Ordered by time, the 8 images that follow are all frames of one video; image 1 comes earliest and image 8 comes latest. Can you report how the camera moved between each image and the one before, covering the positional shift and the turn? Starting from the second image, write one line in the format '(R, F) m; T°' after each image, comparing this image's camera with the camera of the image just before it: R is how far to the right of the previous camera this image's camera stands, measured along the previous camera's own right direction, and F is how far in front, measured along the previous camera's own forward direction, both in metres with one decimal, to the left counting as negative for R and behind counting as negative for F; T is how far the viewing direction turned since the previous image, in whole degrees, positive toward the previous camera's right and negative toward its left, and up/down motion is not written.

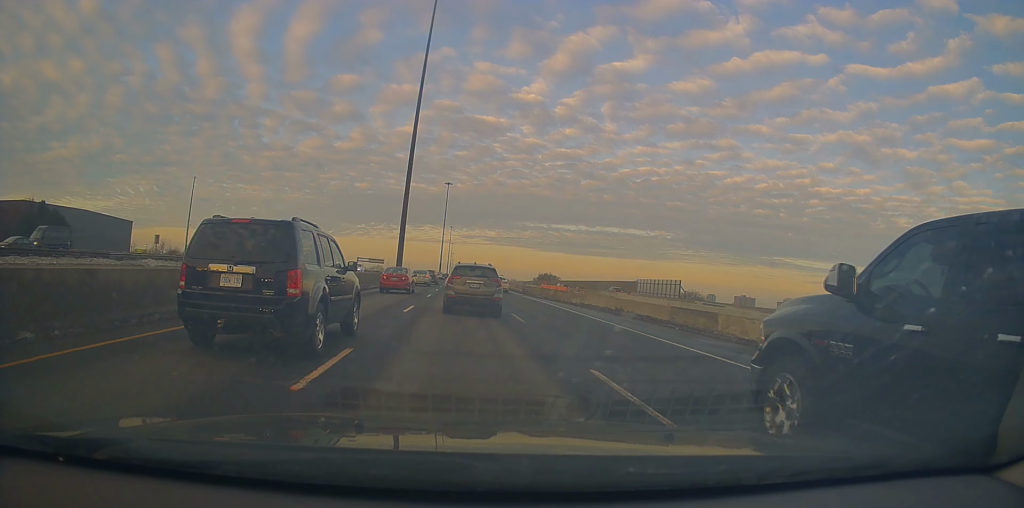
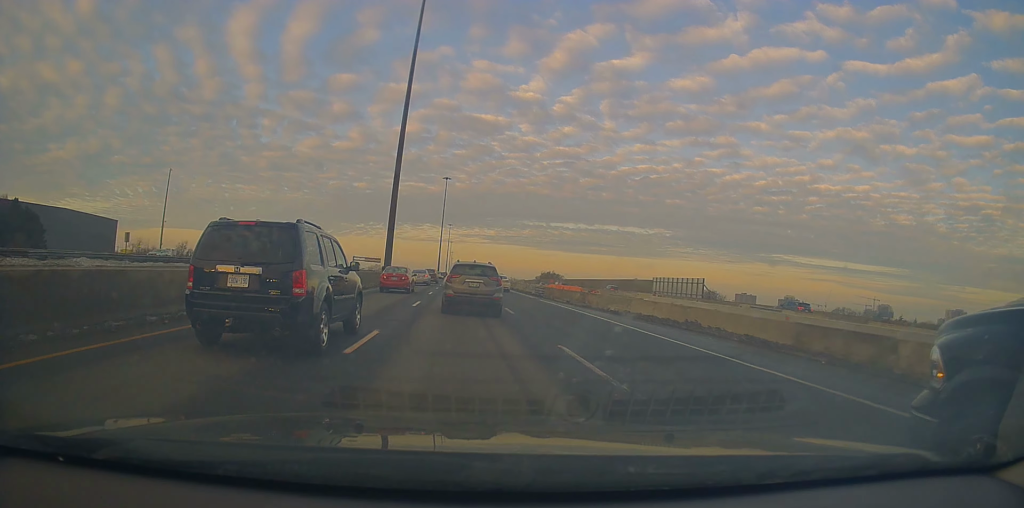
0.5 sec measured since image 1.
(-0.2, +9.0) m; -1°
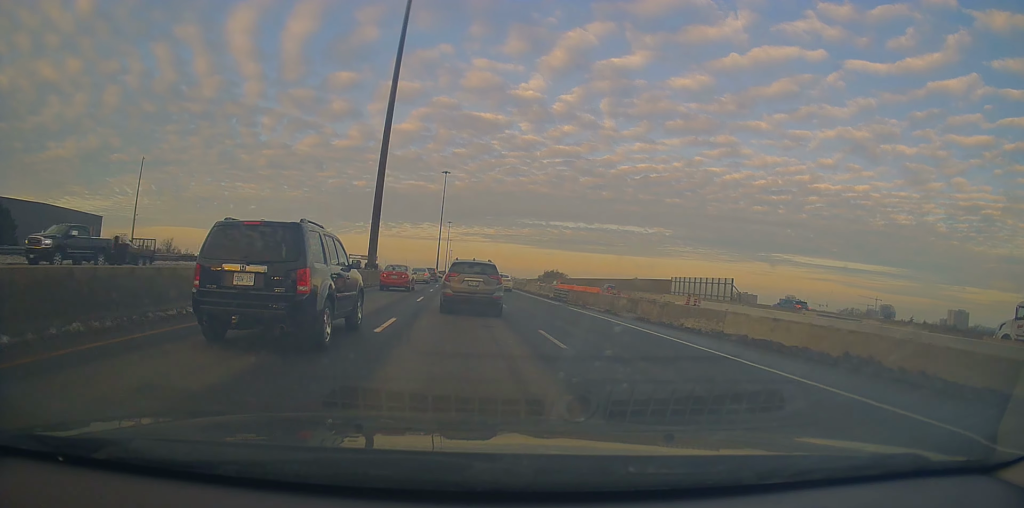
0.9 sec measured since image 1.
(-0.1, +9.1) m; 0°
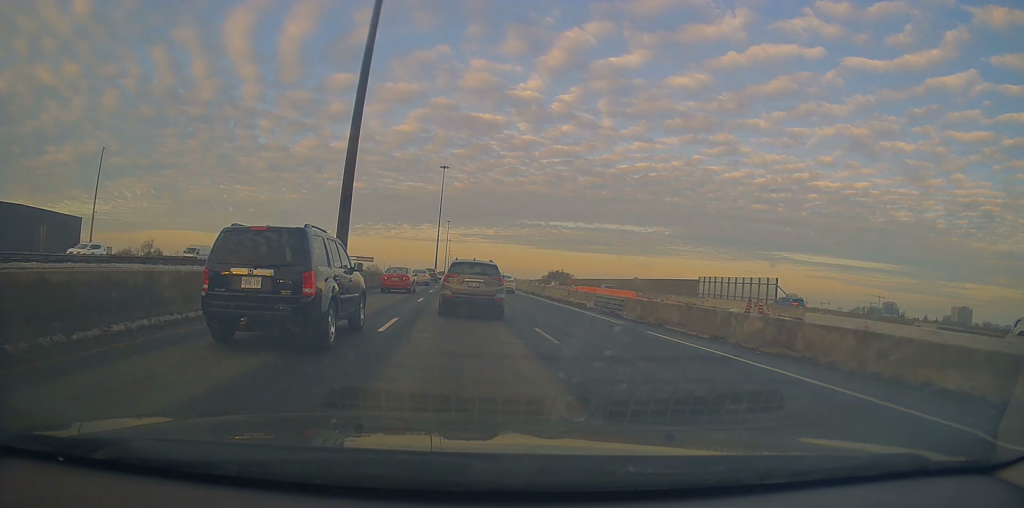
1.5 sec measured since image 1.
(0.0, +11.3) m; +1°
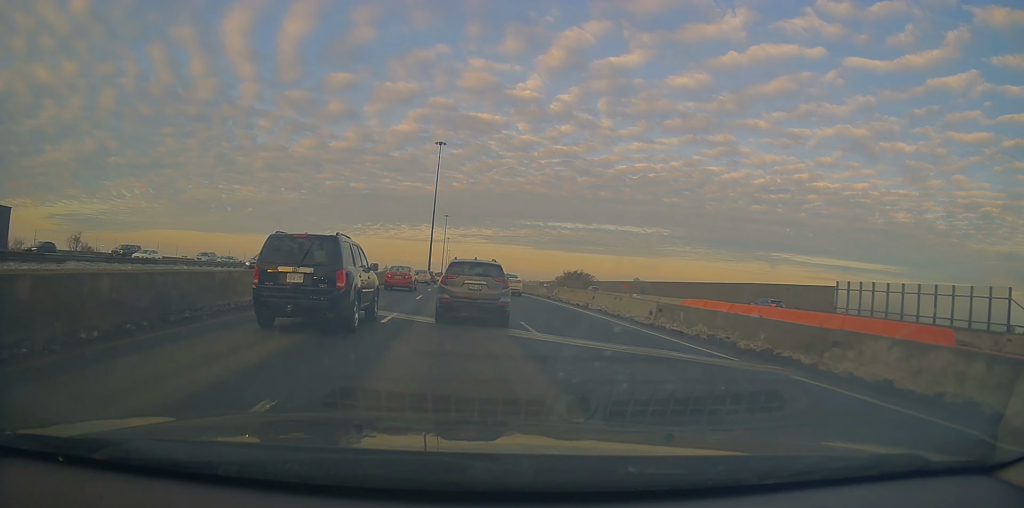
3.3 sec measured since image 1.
(+0.8, +34.8) m; +1°
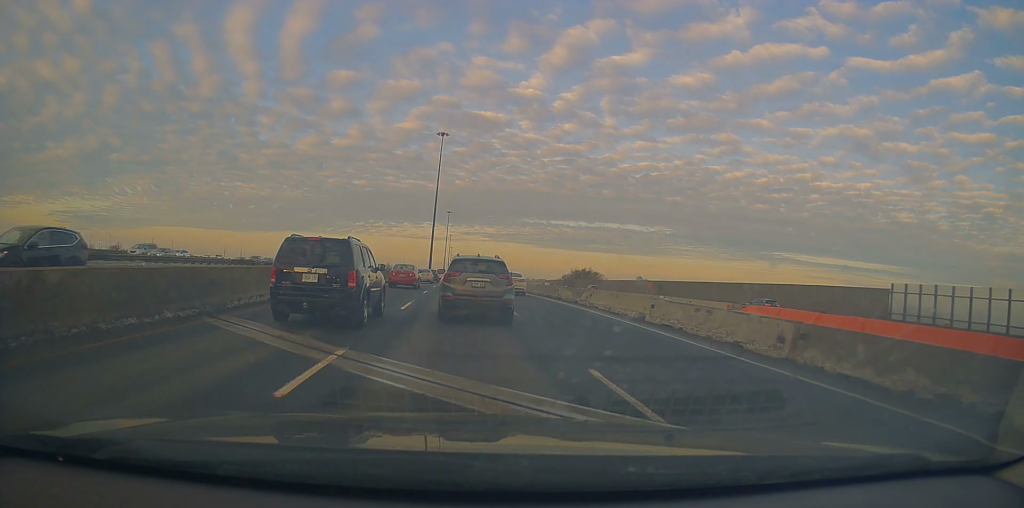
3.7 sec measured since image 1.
(0.0, +8.3) m; 0°
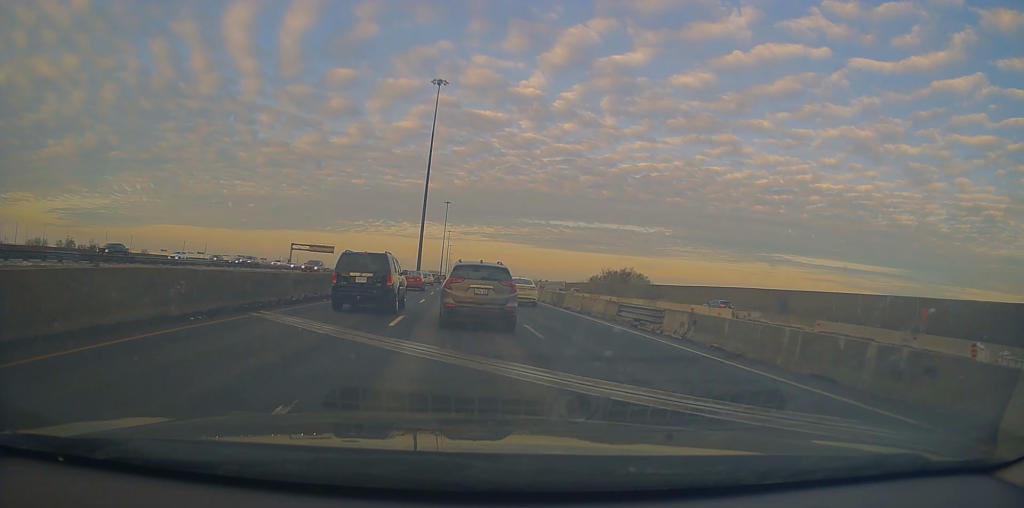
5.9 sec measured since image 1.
(-1.6, +40.6) m; -2°
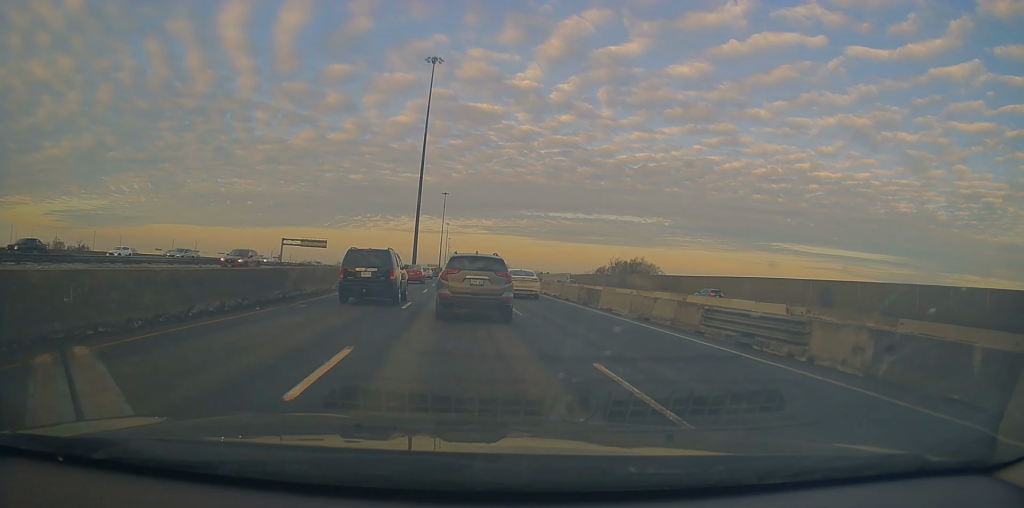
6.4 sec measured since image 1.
(+0.2, +8.3) m; +1°
